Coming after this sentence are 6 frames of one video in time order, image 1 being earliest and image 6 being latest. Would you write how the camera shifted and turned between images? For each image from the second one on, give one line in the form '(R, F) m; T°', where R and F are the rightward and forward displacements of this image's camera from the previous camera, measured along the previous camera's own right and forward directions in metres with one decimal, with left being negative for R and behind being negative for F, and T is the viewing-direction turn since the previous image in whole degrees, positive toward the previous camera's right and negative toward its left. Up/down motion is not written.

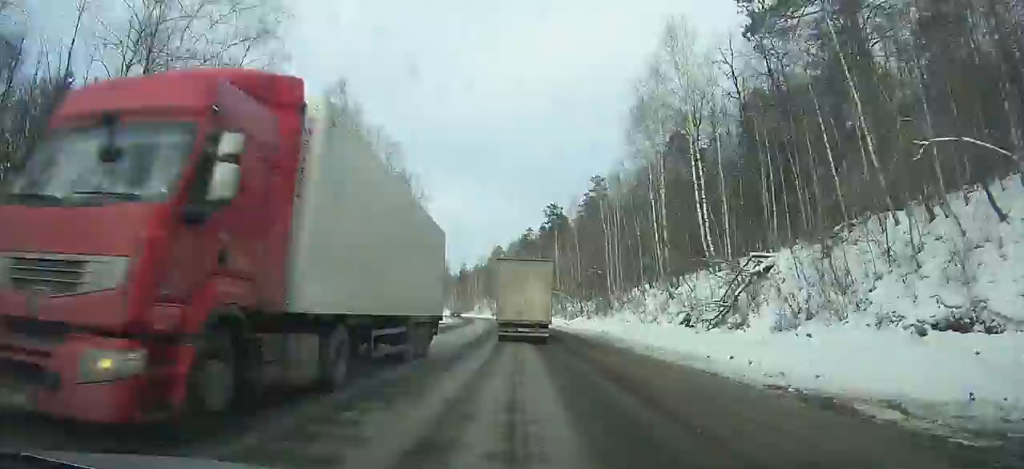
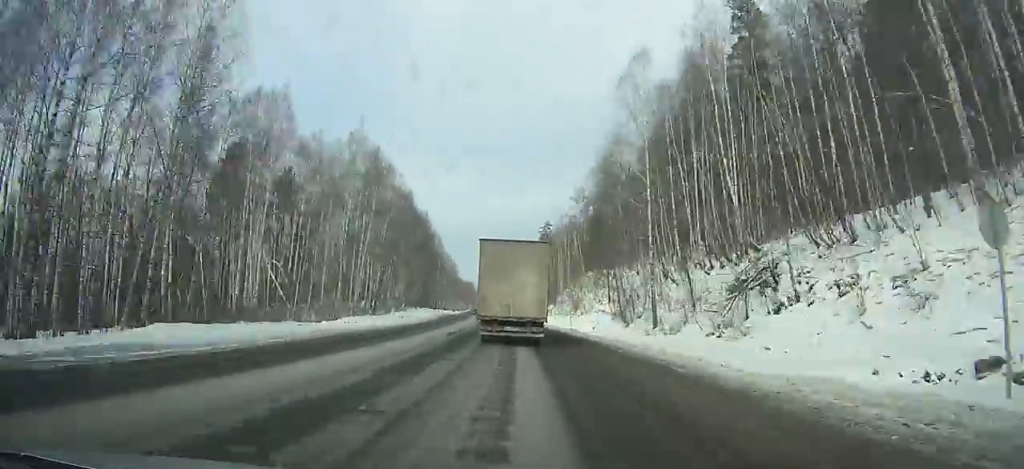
(-10.1, +167.4) m; -9°
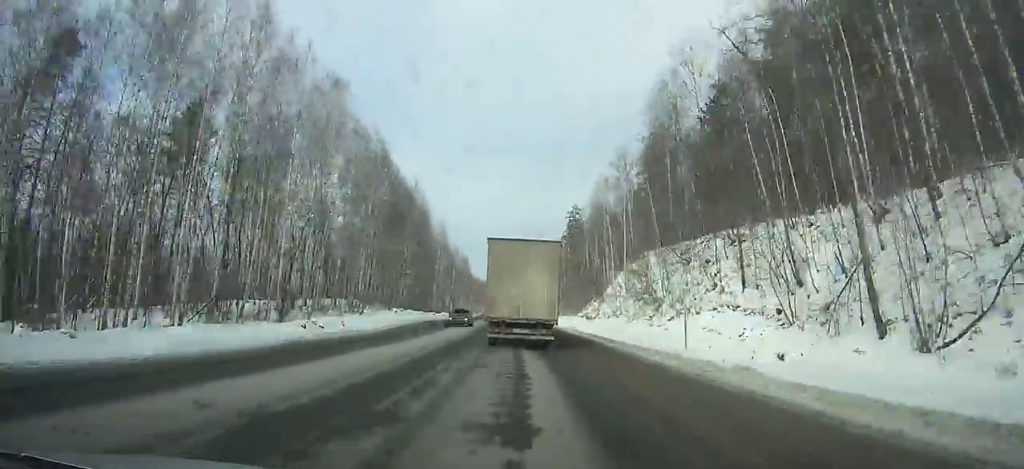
(-0.6, +33.6) m; -2°
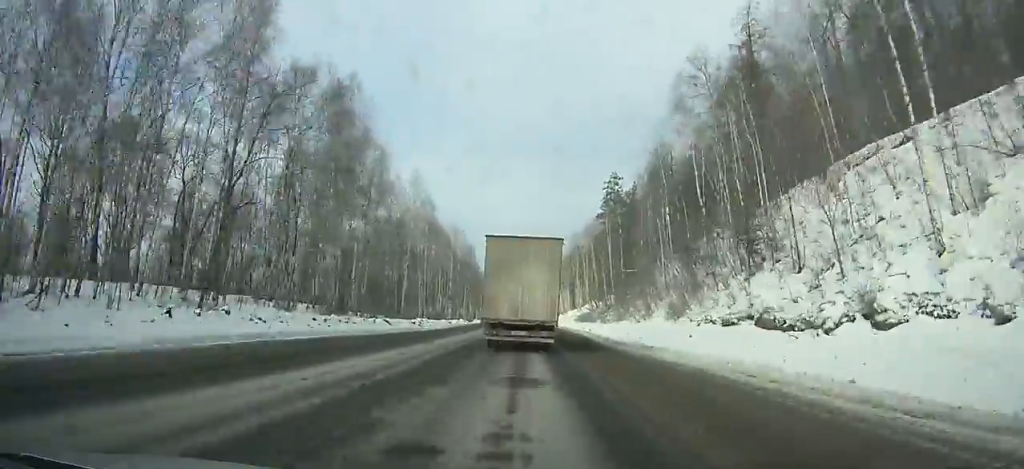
(-1.2, +43.2) m; -2°
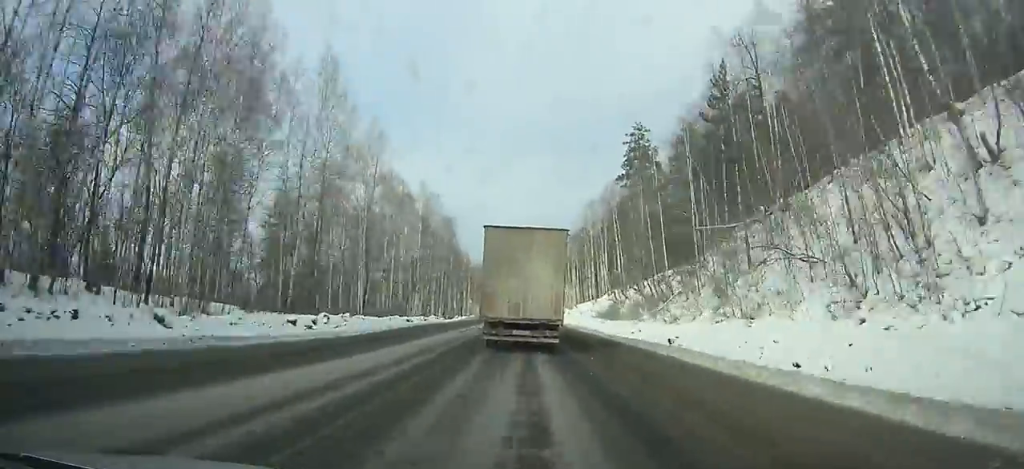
(-0.2, +31.9) m; 0°
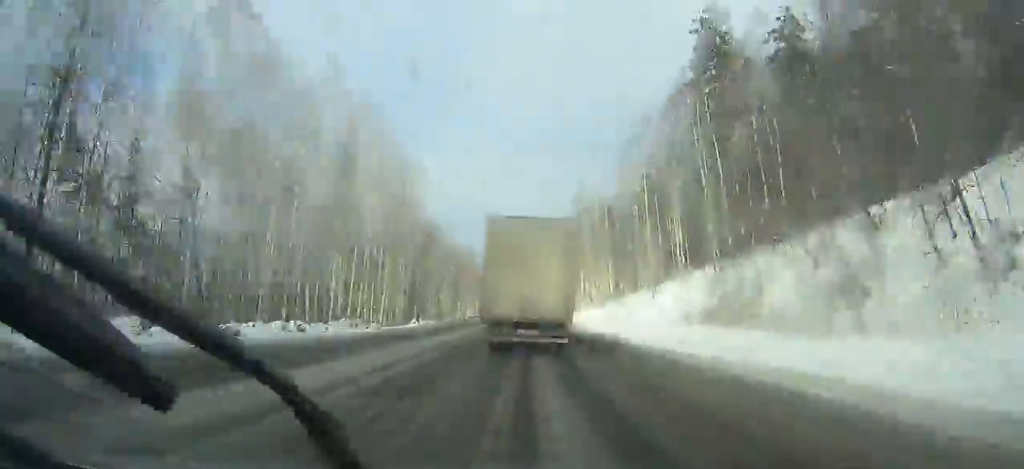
(-0.1, +41.1) m; 0°
